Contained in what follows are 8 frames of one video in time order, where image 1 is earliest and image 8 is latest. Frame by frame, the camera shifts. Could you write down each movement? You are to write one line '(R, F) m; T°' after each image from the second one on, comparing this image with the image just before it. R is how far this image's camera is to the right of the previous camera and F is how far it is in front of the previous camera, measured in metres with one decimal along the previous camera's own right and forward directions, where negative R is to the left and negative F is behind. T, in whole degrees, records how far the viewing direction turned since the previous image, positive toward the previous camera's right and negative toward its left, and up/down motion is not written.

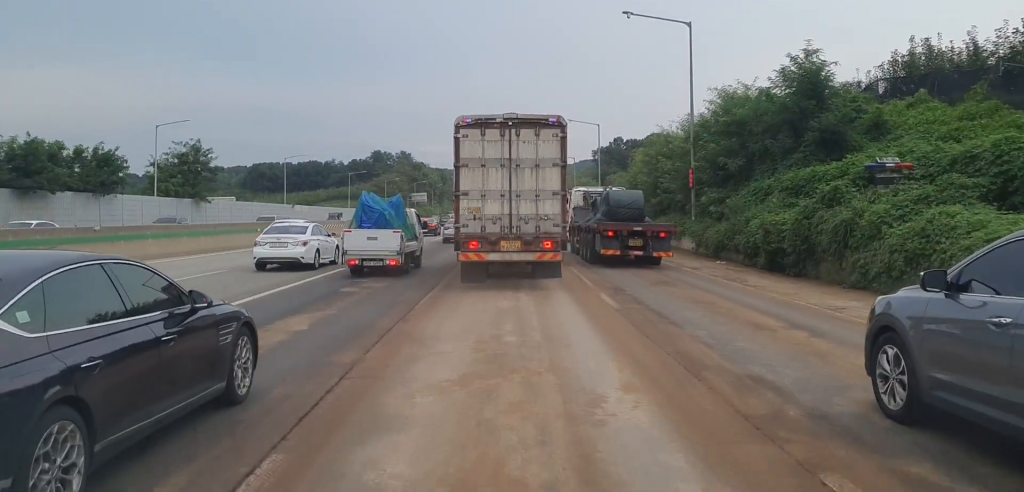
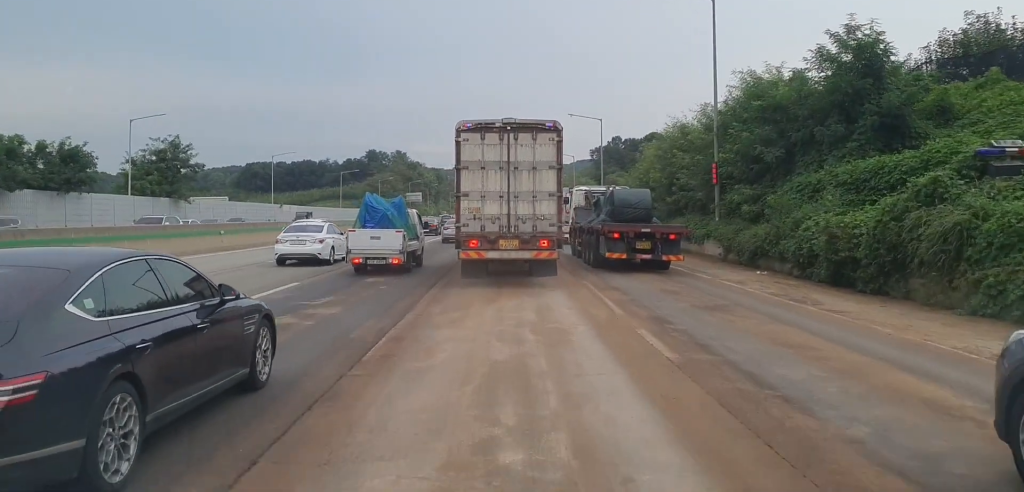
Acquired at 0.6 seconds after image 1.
(0.0, +5.2) m; 0°
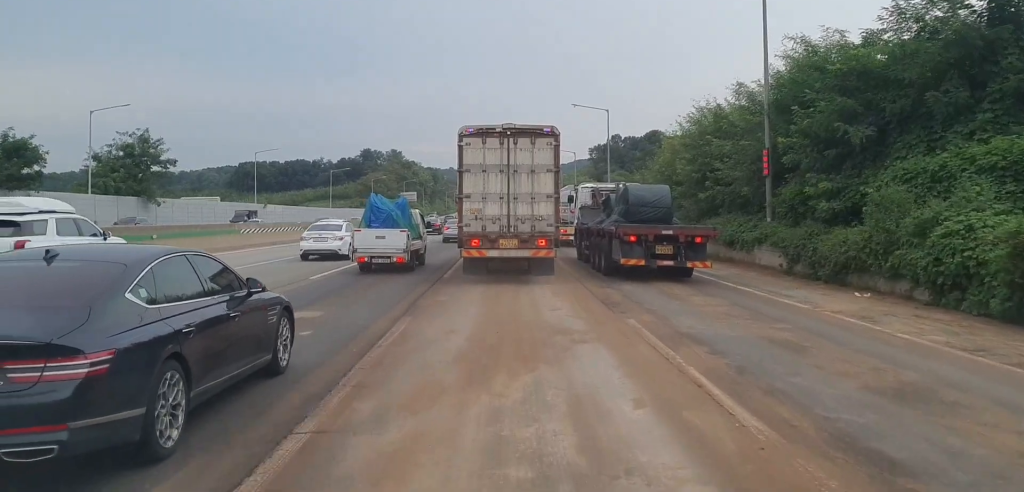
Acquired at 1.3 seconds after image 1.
(+0.3, +7.3) m; 0°
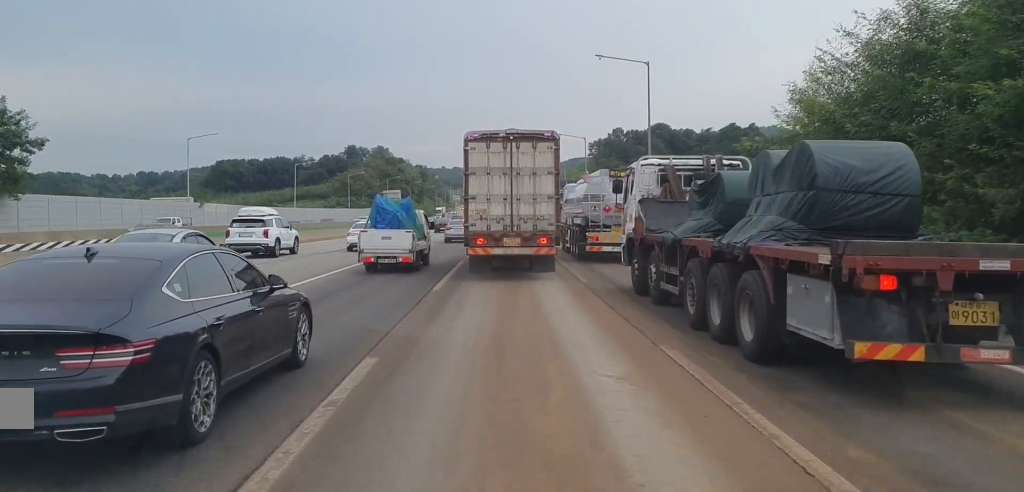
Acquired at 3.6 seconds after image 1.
(-0.5, +23.3) m; 0°
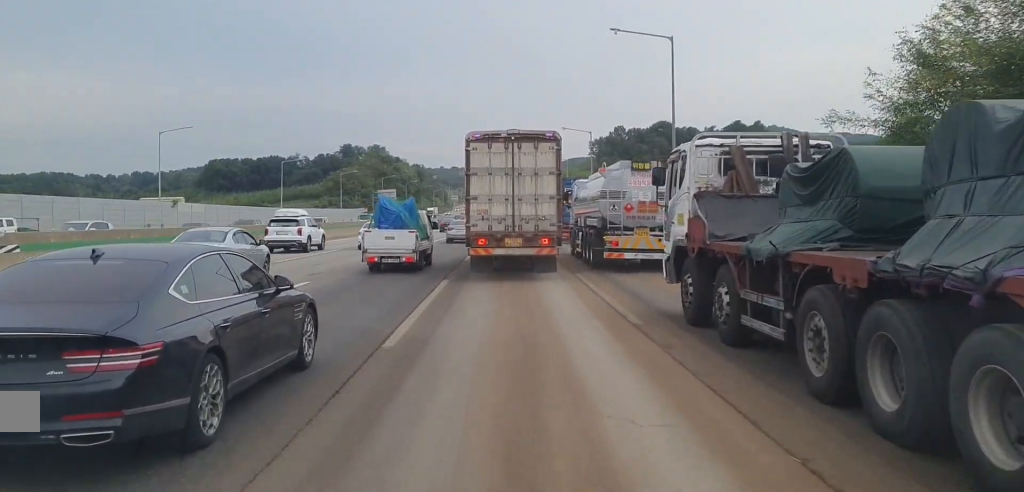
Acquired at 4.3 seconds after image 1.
(0.0, +7.6) m; +2°
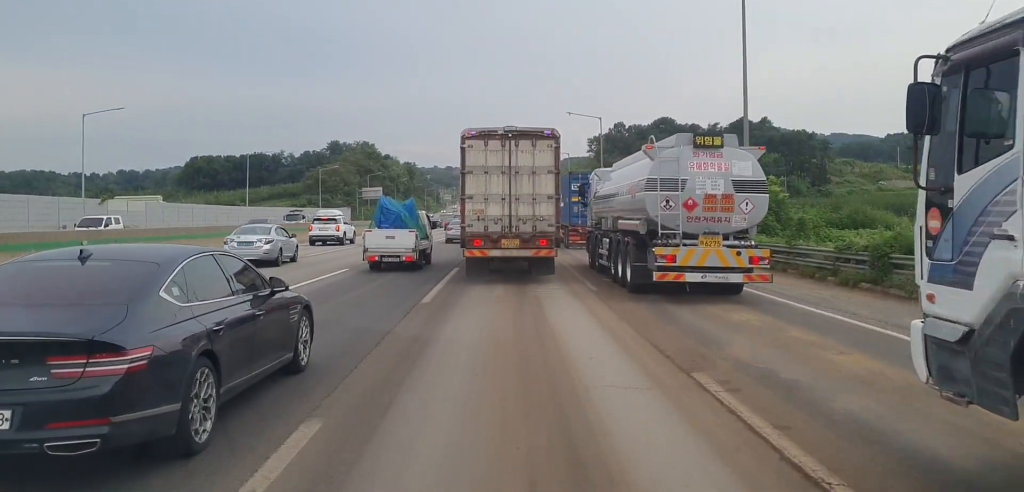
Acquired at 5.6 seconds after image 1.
(+0.2, +14.3) m; 0°
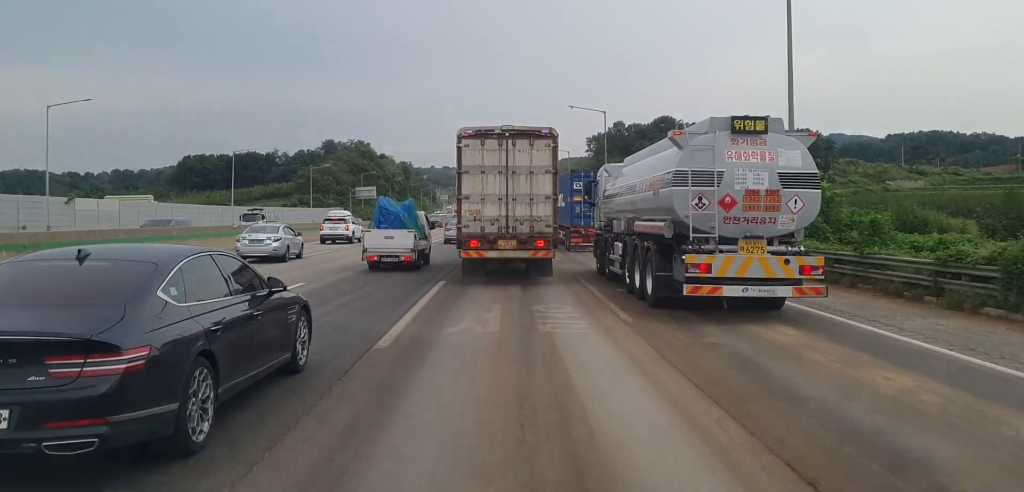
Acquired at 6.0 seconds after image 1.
(-0.1, +5.2) m; -1°
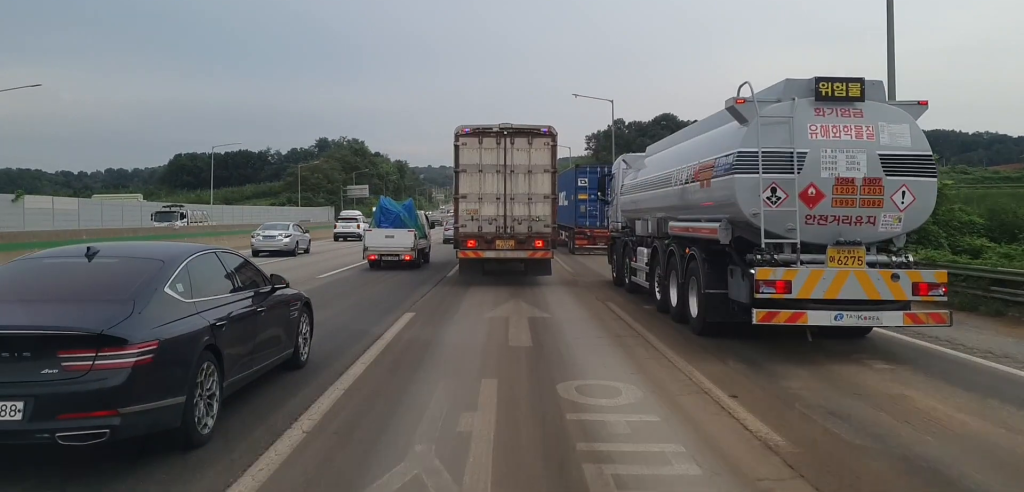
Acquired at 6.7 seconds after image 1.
(0.0, +7.0) m; 0°
